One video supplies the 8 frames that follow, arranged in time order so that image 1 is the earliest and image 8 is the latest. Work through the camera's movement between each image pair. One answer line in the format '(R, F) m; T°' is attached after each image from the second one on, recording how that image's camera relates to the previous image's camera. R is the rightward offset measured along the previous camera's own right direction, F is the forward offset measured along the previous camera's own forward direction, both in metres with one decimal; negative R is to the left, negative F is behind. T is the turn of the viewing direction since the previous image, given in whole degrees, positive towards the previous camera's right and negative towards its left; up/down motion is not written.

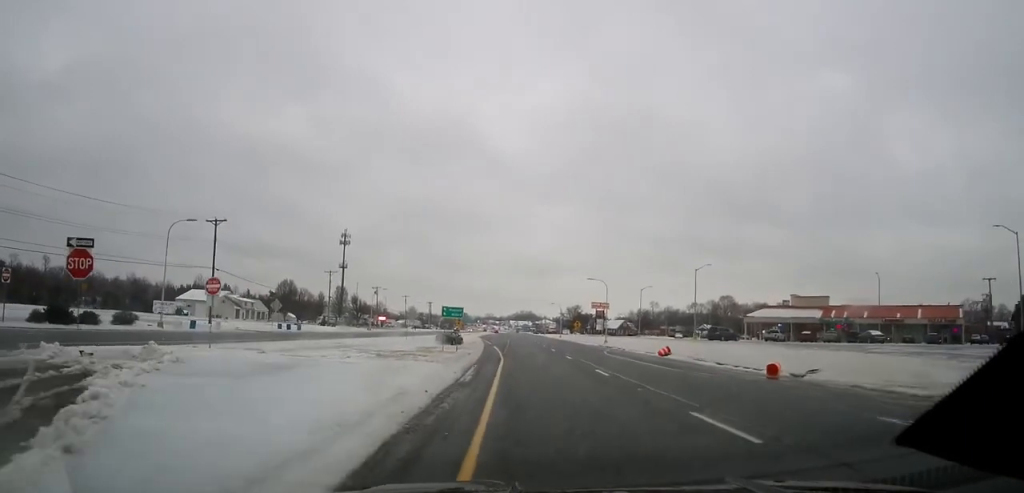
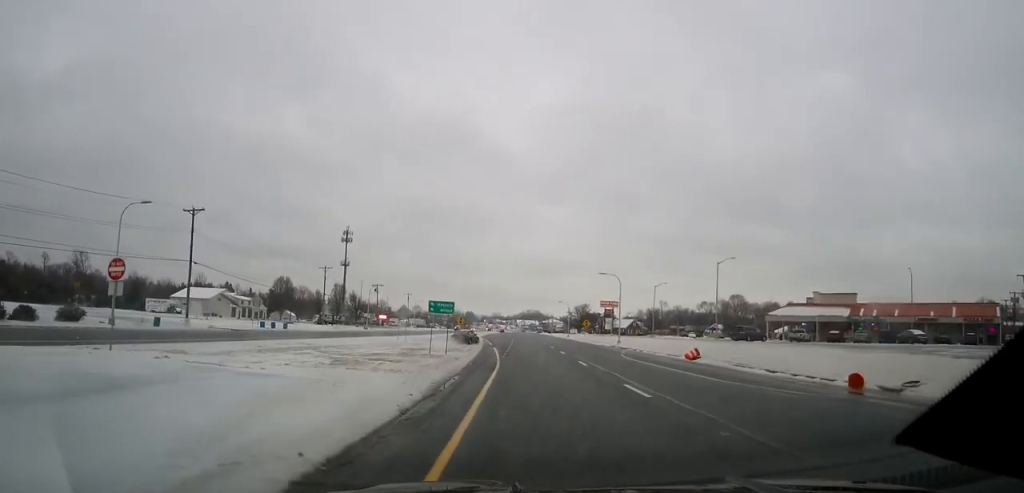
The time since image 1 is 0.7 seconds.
(0.0, +6.6) m; 0°
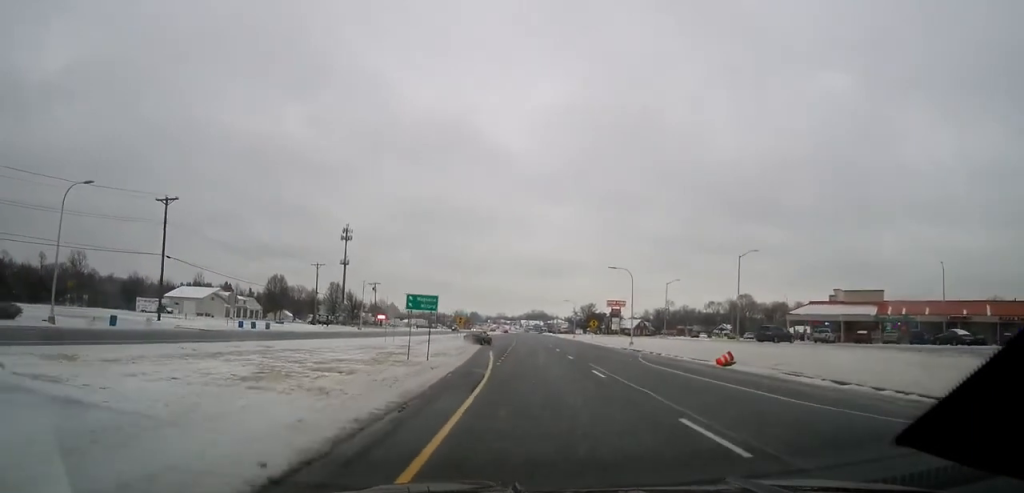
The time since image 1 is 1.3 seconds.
(0.0, +6.0) m; 0°
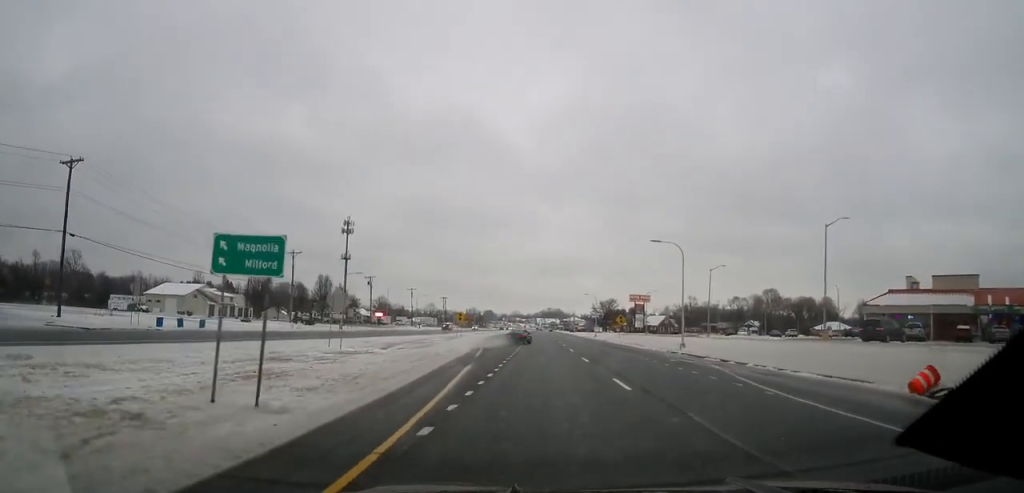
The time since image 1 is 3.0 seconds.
(-0.1, +16.0) m; -1°
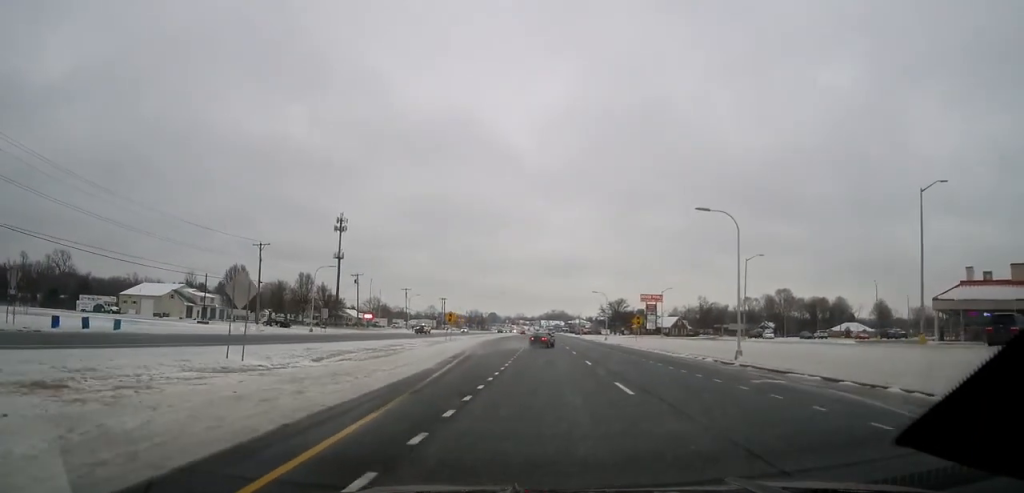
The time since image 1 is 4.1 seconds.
(-0.1, +12.1) m; -1°
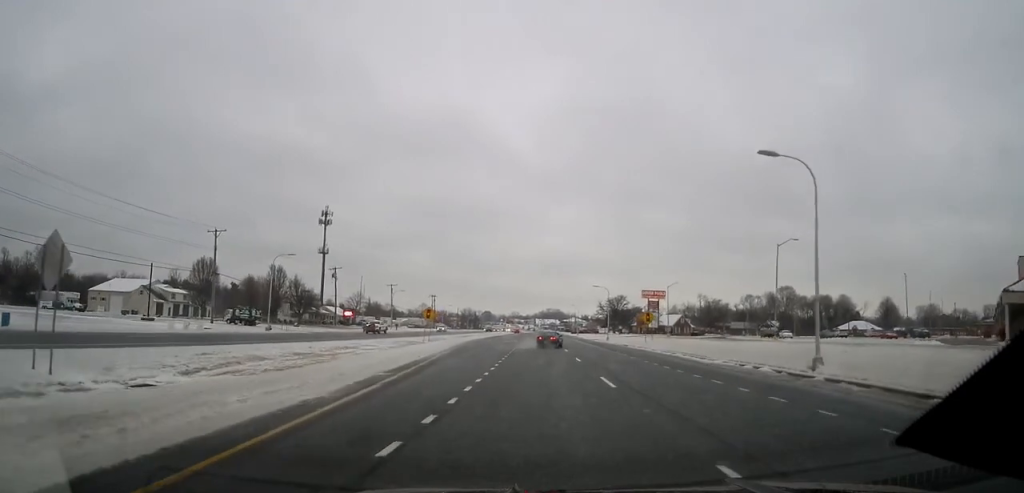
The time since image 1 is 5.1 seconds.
(-0.1, +10.0) m; +1°
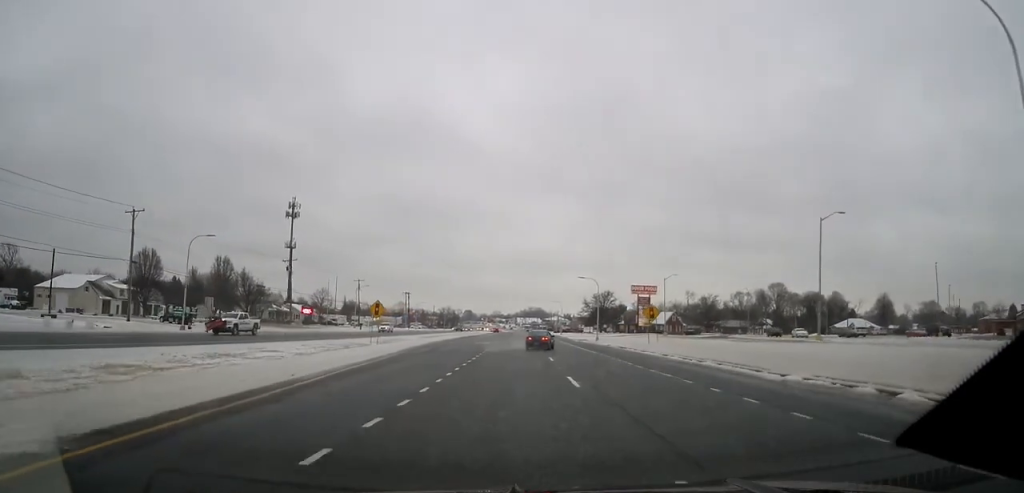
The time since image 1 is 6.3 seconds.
(+0.4, +12.8) m; +3°
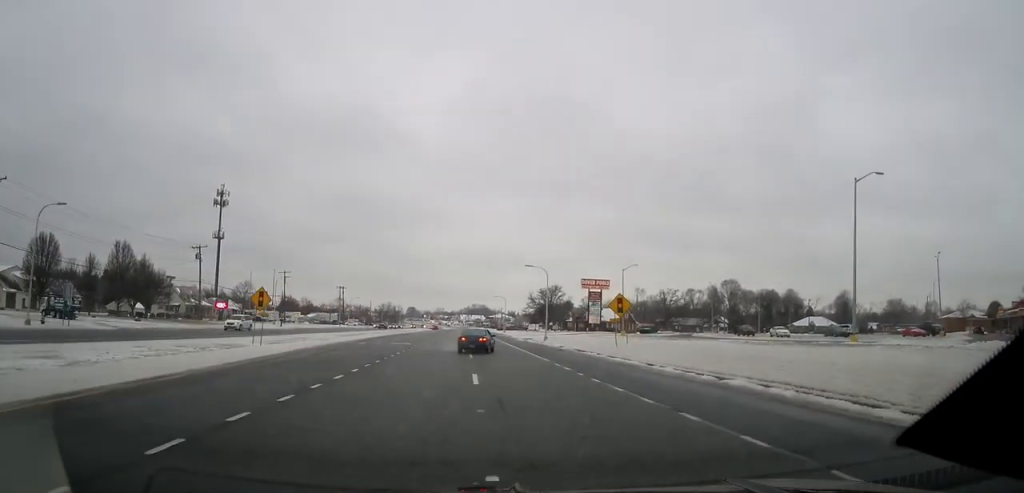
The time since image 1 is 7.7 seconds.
(+0.2, +12.9) m; +1°
